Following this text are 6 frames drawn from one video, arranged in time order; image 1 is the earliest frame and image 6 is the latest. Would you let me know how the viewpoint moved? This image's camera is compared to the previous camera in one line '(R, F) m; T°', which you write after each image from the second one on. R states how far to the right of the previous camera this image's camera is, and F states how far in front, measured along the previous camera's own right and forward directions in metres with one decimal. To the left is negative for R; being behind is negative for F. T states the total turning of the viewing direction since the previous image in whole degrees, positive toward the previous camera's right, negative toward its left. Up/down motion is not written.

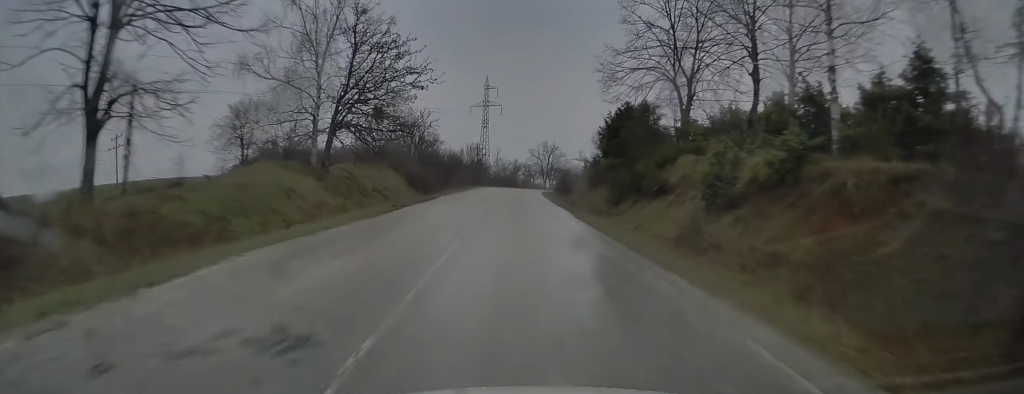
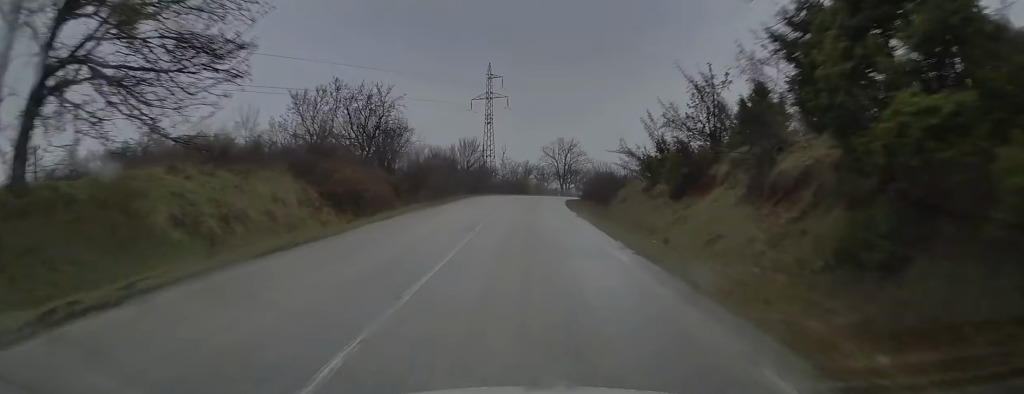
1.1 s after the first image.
(-0.5, +21.5) m; -2°
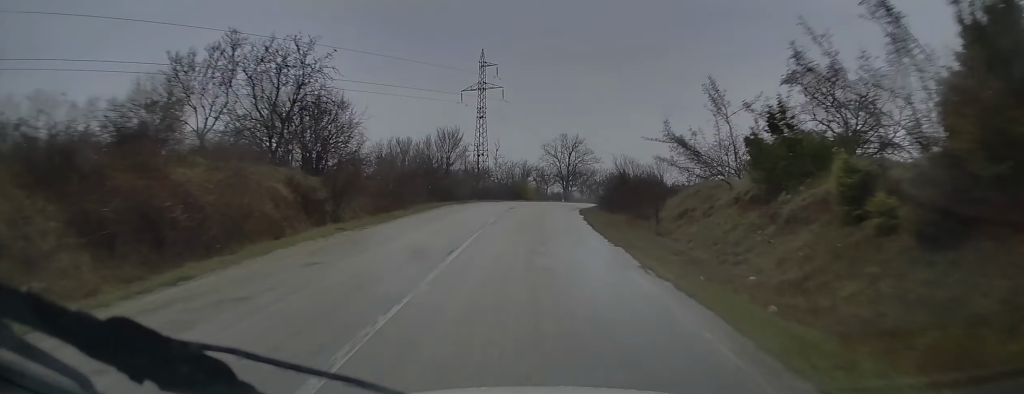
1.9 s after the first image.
(-0.2, +14.8) m; -1°
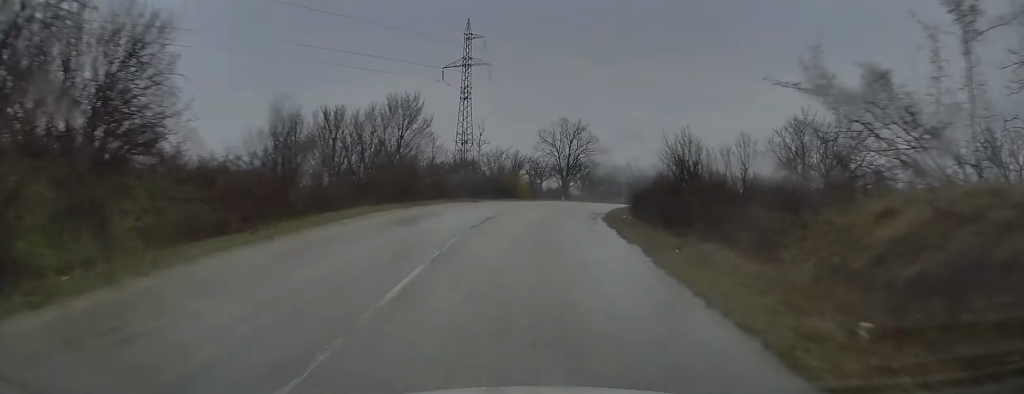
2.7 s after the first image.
(0.0, +16.2) m; 0°
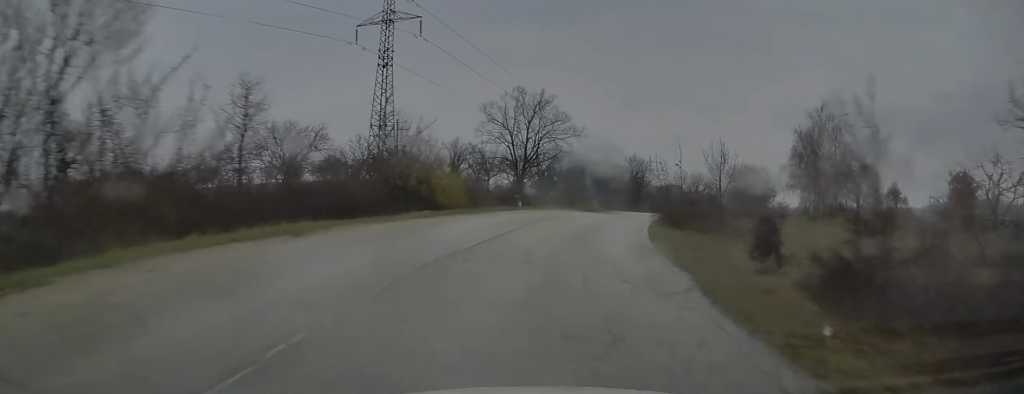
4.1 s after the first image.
(+0.5, +23.0) m; +4°
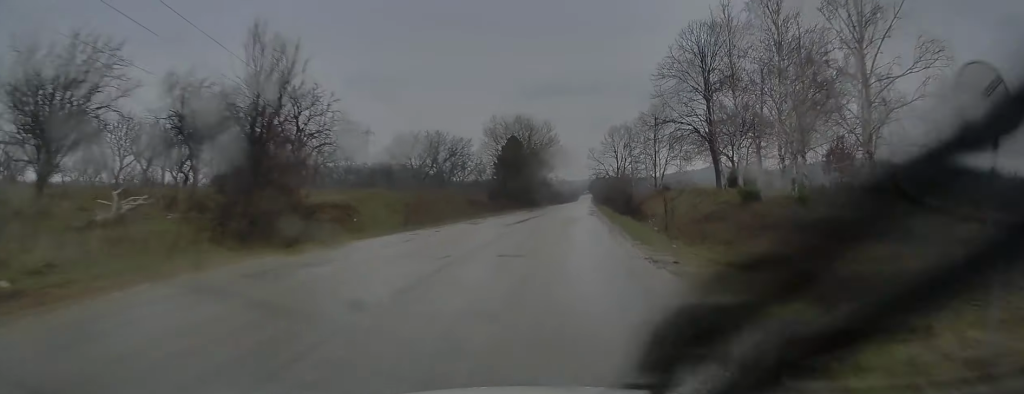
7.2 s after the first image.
(+9.2, +50.9) m; +21°
